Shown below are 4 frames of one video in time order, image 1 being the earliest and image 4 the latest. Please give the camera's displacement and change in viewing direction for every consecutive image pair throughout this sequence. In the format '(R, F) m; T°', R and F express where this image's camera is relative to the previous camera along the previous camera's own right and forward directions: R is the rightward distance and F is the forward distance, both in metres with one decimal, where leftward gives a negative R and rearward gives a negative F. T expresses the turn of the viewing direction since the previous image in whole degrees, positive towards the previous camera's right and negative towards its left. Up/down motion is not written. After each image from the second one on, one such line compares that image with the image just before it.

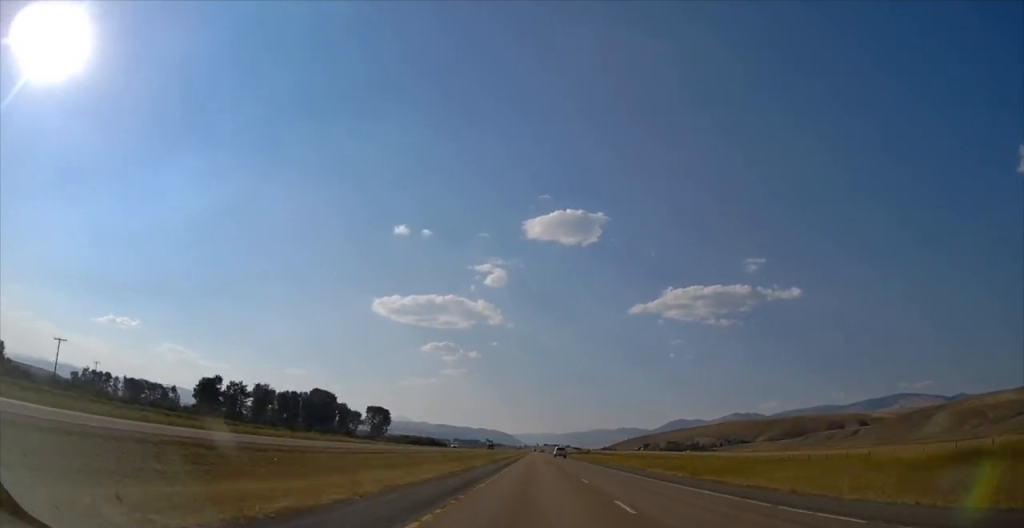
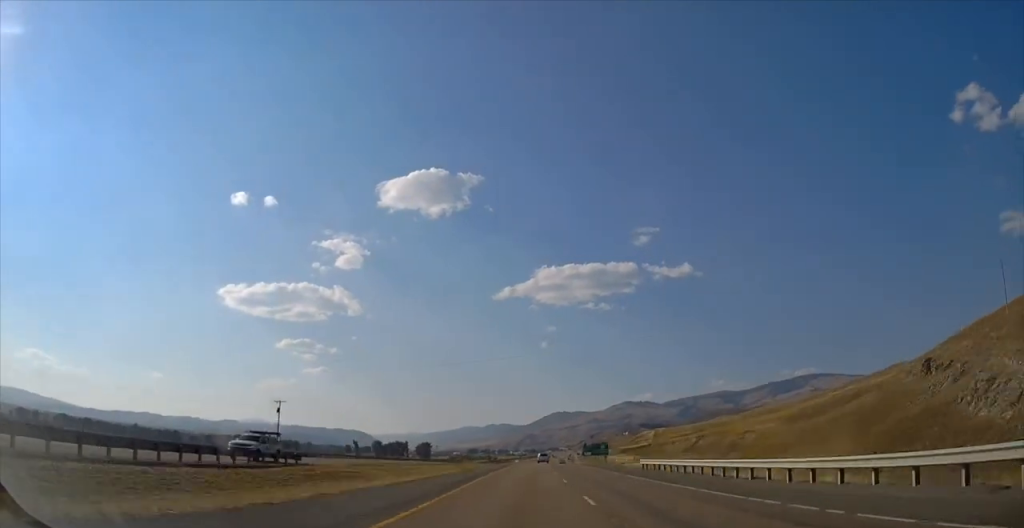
(+89.2, +1073.5) m; +12°
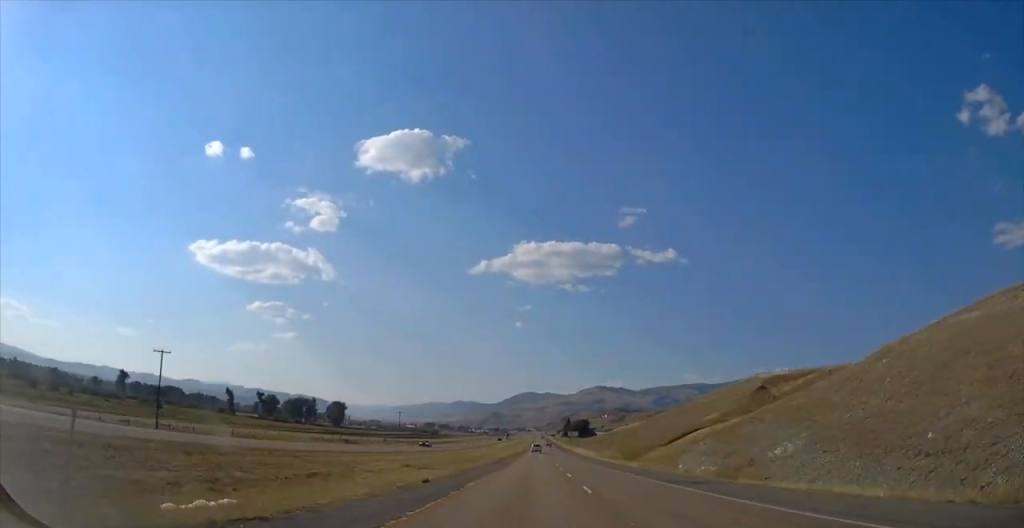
(+8.2, +290.2) m; +2°
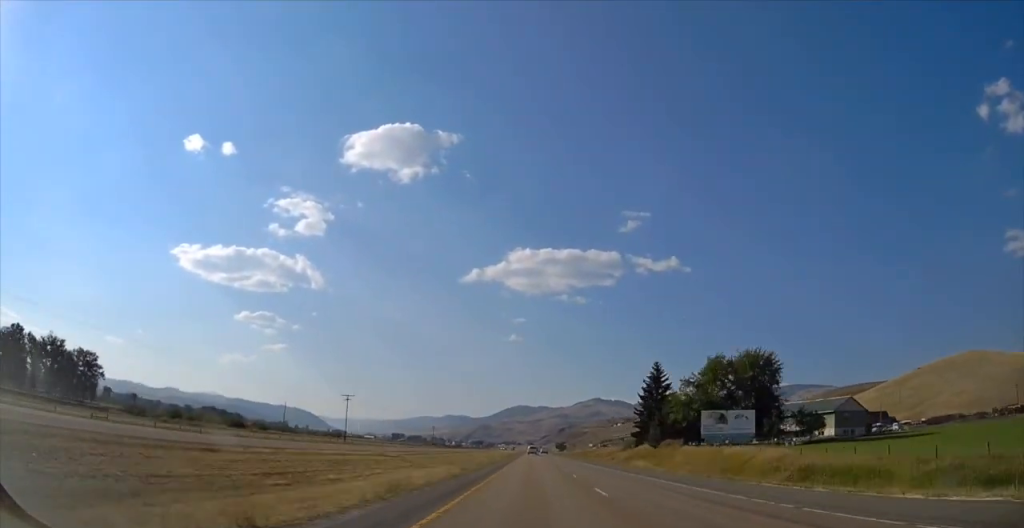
(+4.0, +417.2) m; +1°
